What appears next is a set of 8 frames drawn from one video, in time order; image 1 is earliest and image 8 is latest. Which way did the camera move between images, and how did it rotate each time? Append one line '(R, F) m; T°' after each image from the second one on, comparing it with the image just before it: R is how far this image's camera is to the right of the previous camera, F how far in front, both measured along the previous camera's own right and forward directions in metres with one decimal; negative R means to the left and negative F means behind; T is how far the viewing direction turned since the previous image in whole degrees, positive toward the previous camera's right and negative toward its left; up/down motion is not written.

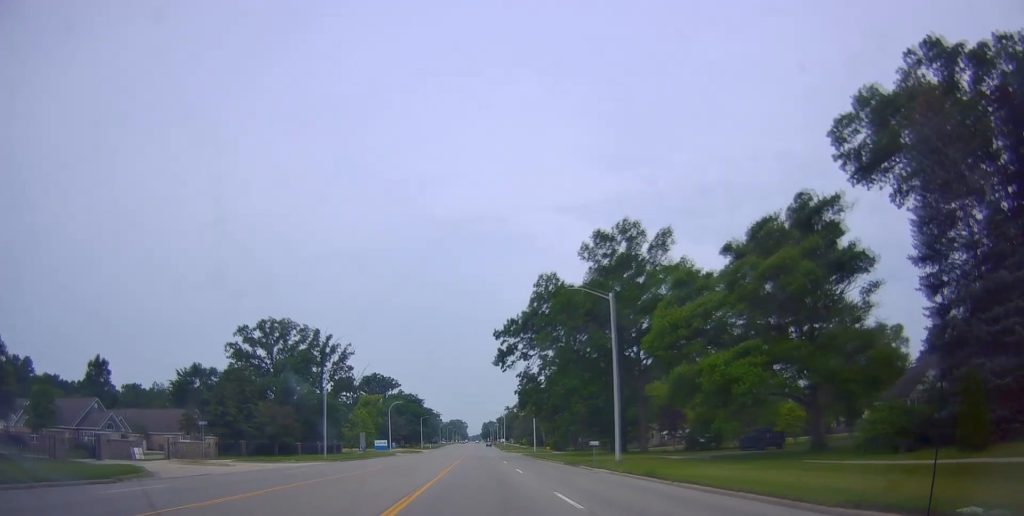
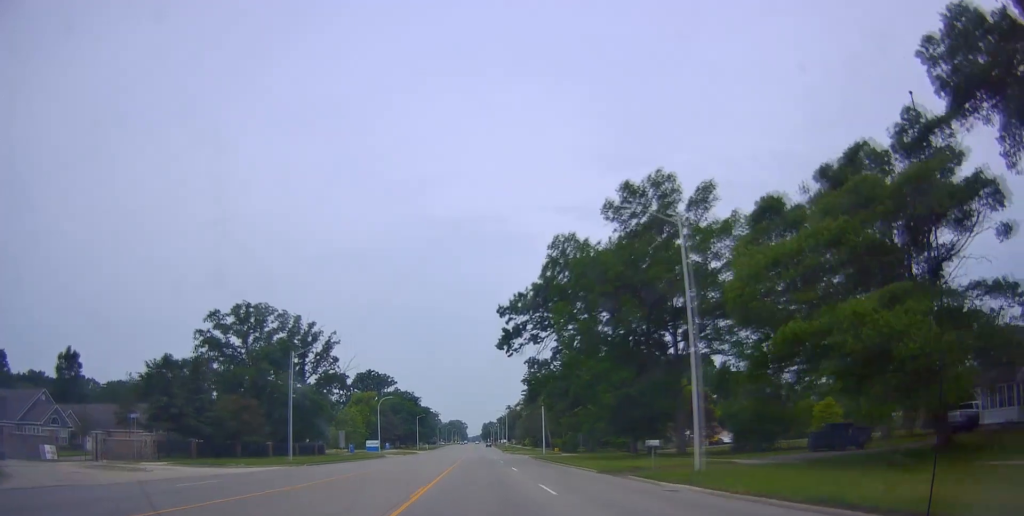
(+0.4, +11.3) m; 0°
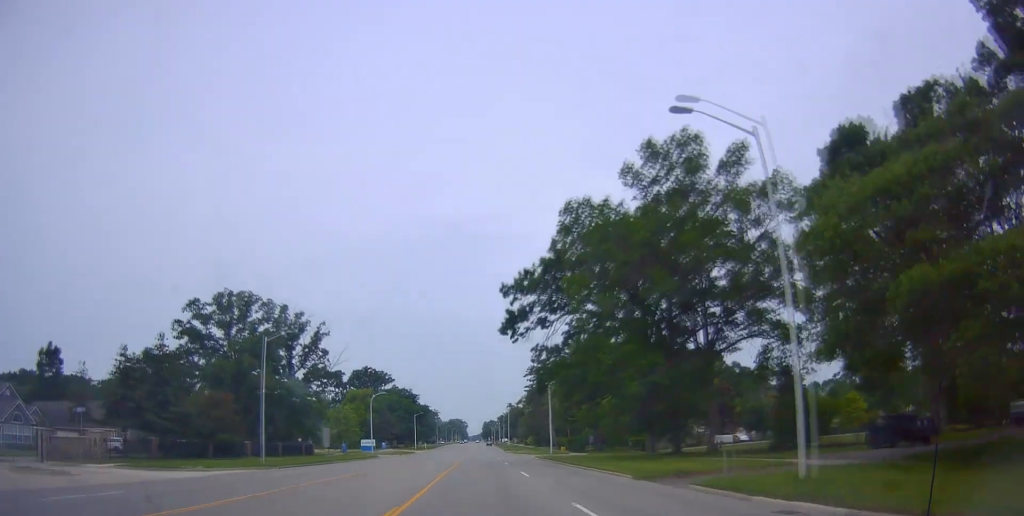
(+0.1, +6.7) m; 0°
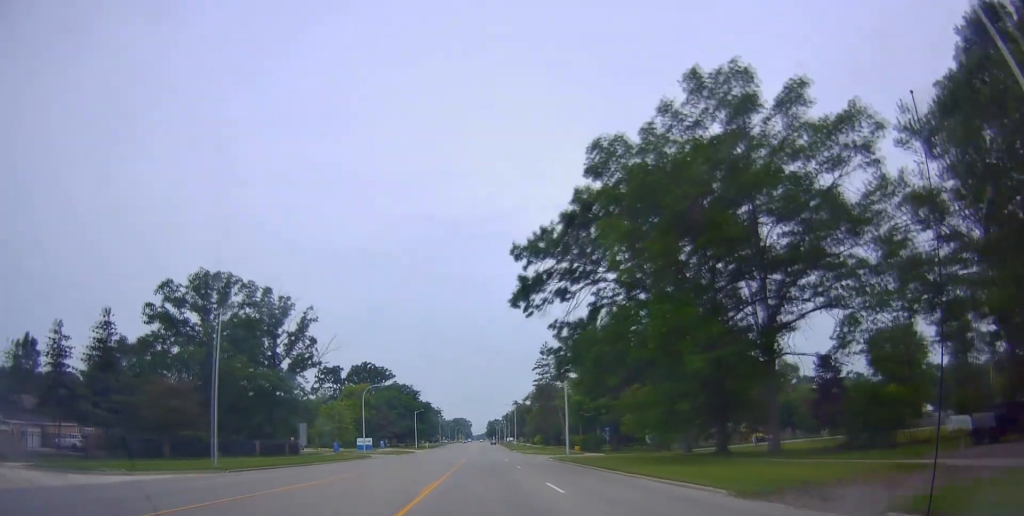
(-0.3, +8.8) m; 0°
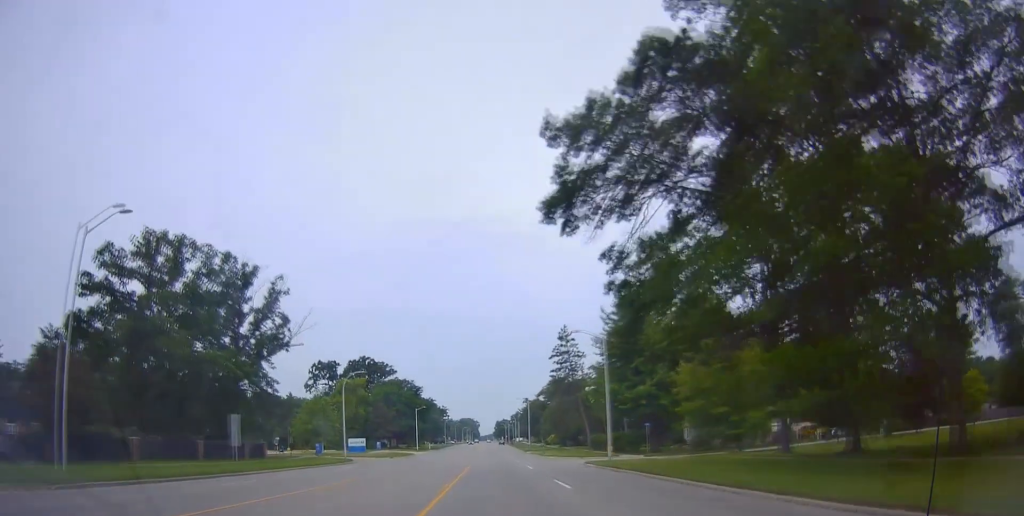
(+0.1, +14.6) m; 0°
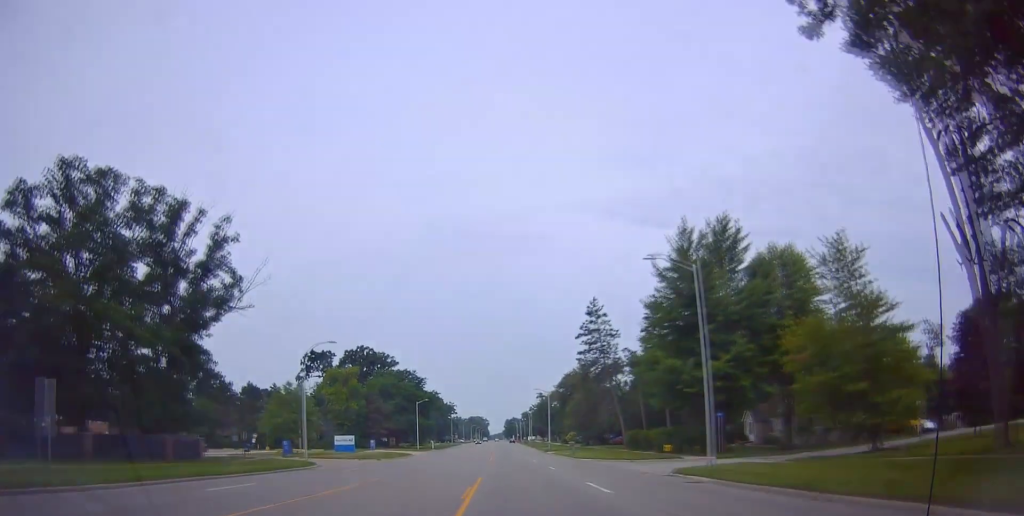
(0.0, +16.3) m; -1°
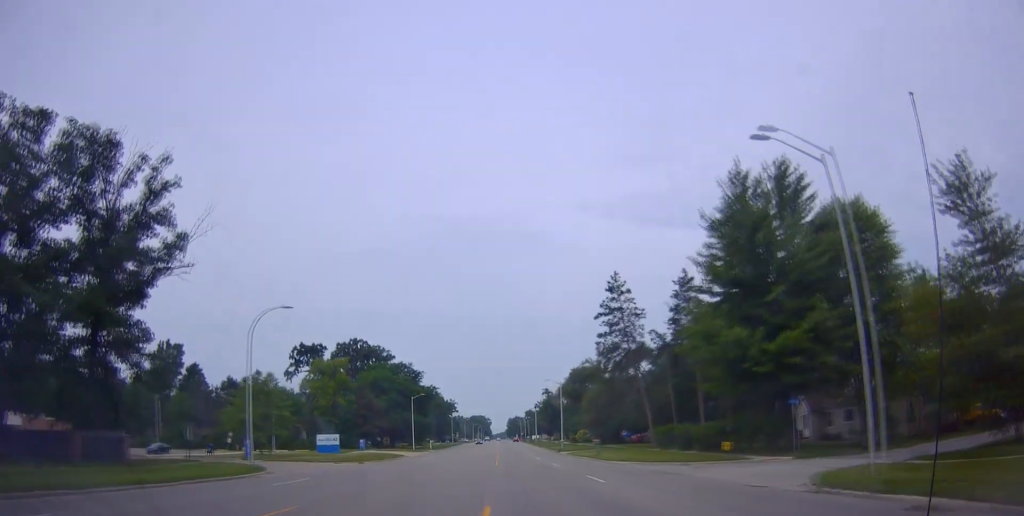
(-0.2, +11.0) m; -1°
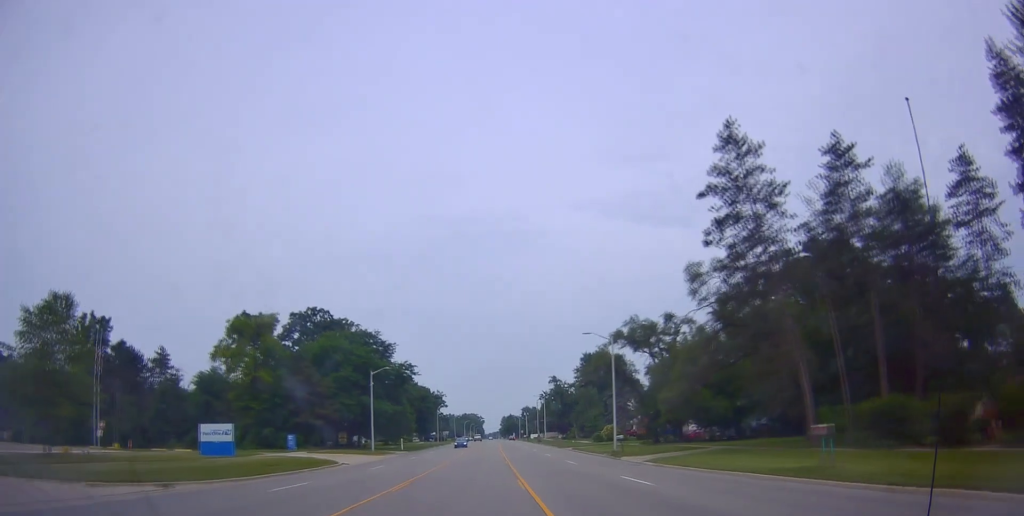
(0.0, +35.0) m; 0°
